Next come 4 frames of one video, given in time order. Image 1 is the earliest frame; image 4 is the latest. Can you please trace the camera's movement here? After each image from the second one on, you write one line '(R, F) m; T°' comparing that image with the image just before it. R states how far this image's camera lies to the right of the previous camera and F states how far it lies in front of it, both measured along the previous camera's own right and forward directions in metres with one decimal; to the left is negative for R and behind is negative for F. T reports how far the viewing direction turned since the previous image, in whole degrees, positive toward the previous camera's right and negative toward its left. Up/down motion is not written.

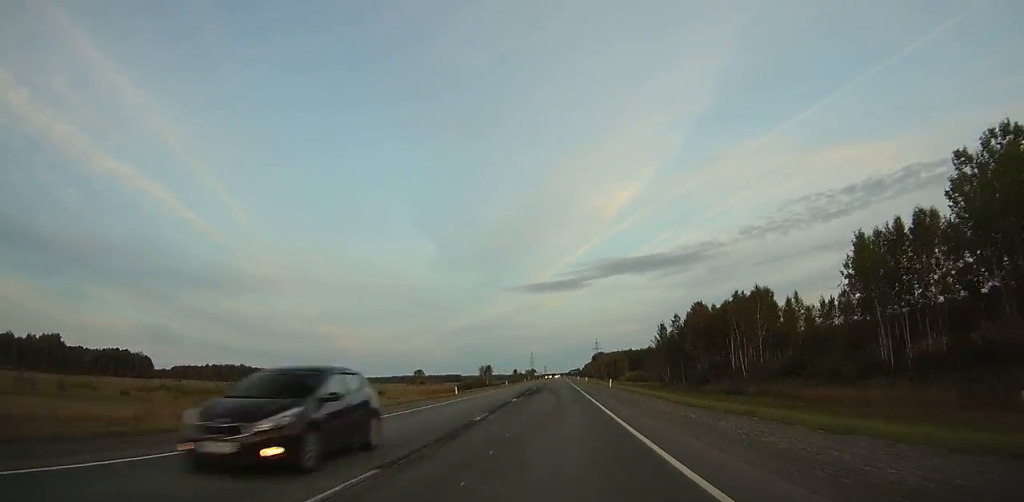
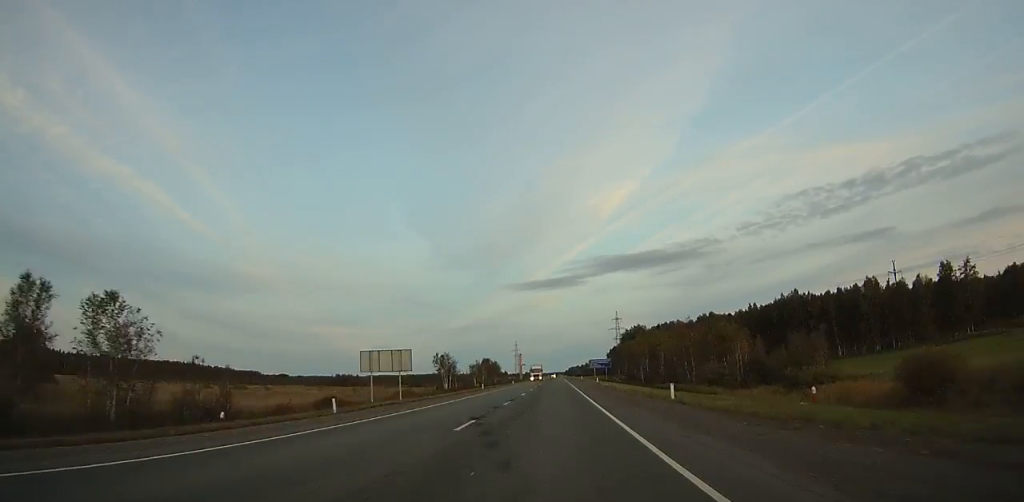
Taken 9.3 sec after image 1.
(+0.5, +276.9) m; 0°
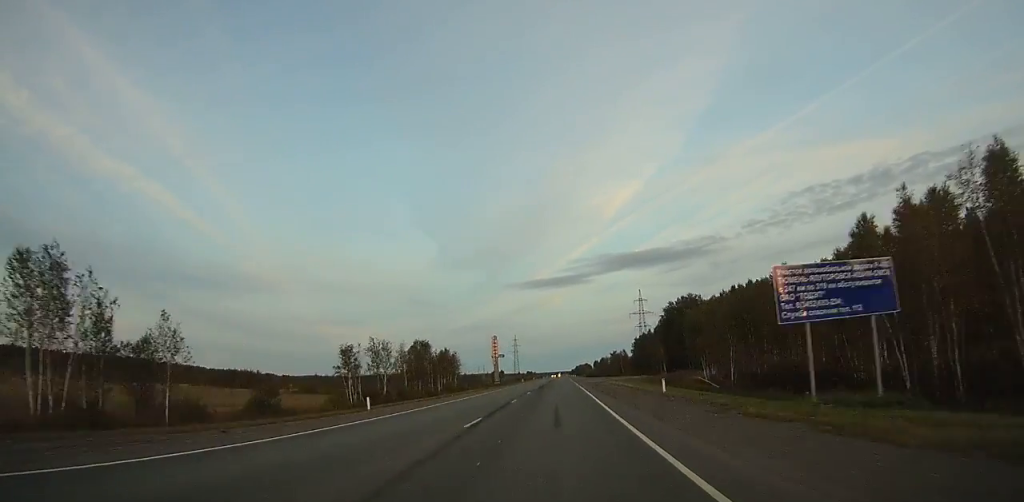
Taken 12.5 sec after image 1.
(0.0, +94.7) m; 0°
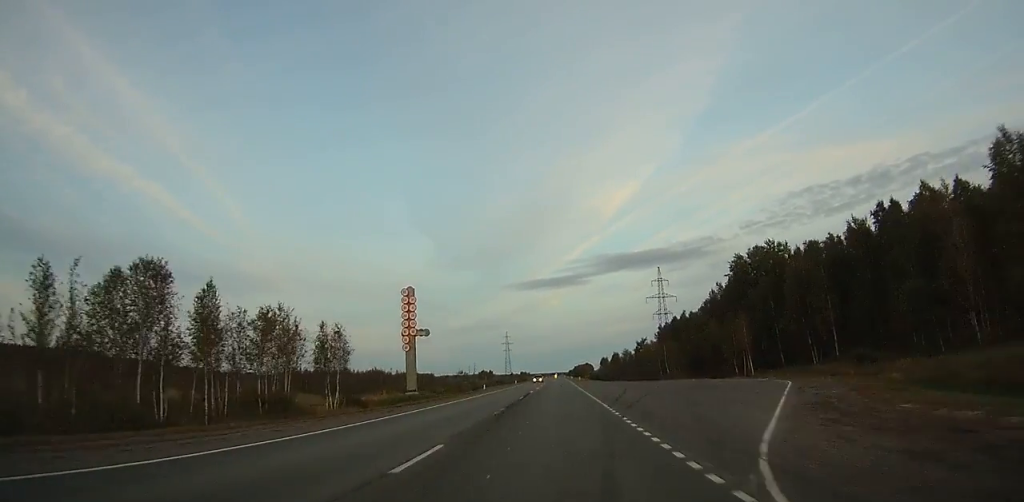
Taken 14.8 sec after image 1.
(0.0, +68.1) m; 0°
